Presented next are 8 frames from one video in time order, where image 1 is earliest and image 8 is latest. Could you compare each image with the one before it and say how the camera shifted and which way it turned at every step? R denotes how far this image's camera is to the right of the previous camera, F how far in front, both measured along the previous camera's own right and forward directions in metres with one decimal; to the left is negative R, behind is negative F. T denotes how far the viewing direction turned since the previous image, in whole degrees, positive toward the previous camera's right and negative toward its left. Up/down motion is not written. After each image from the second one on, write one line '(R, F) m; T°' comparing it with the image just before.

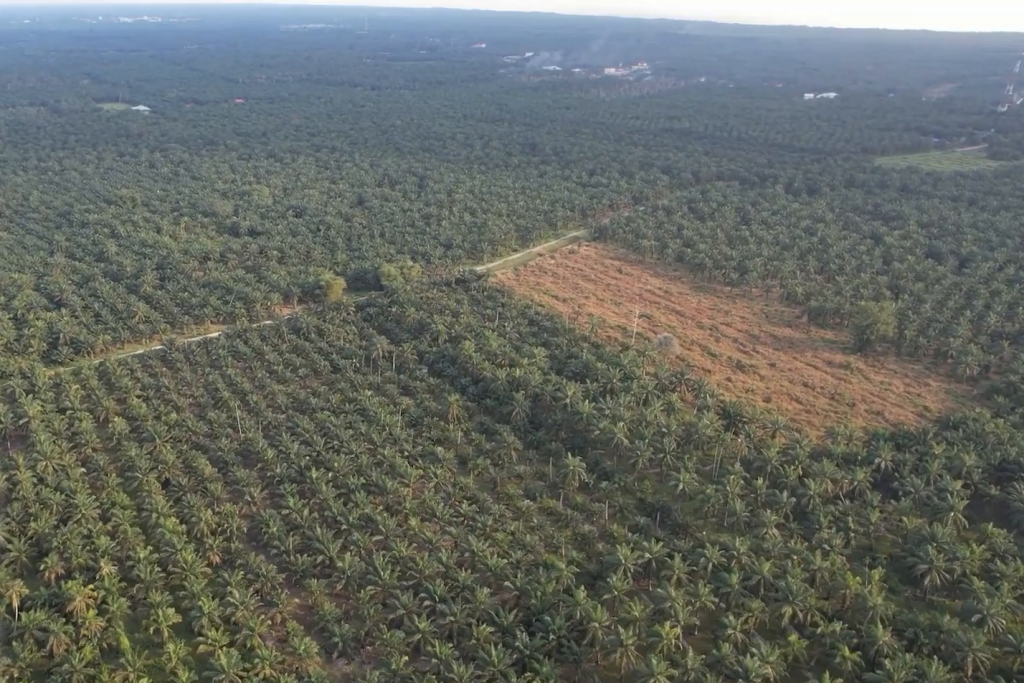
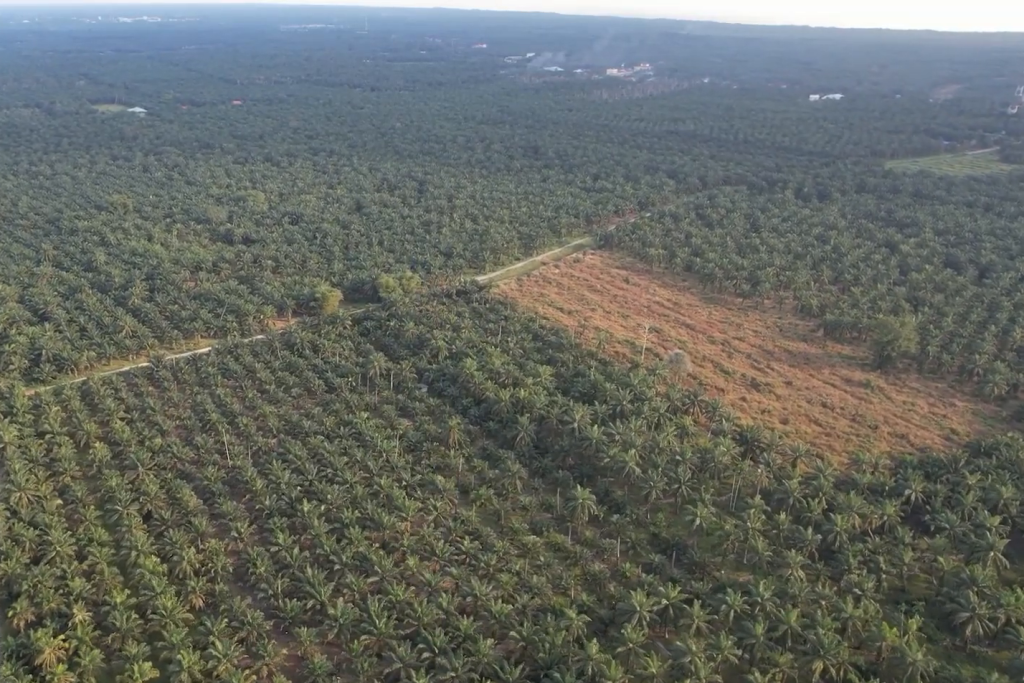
(0.0, +16.9) m; 0°
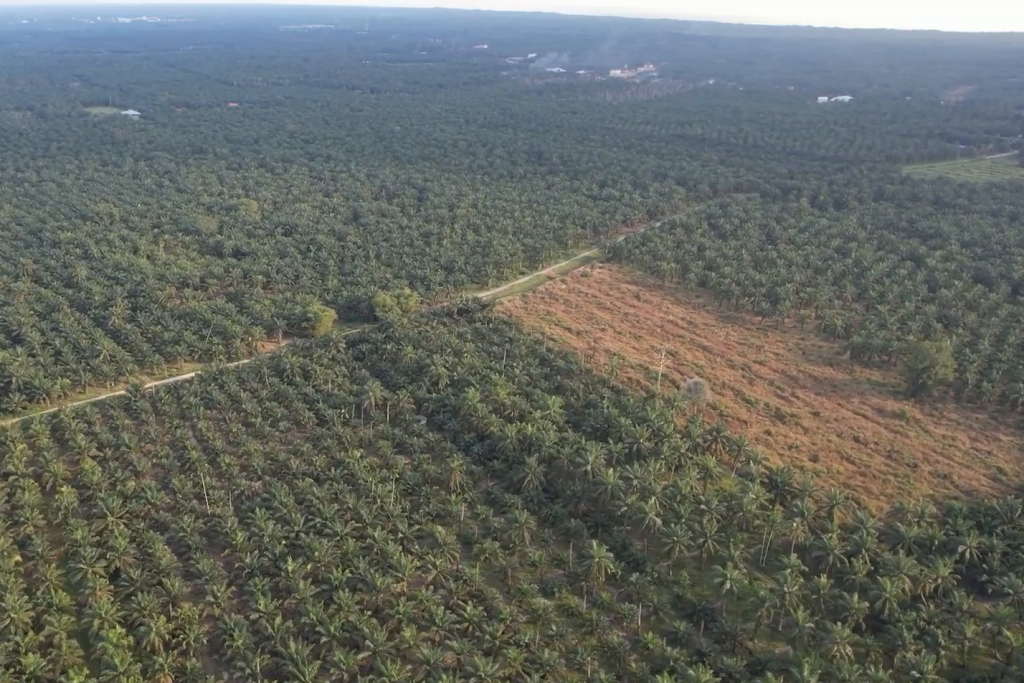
(0.0, +26.1) m; 0°
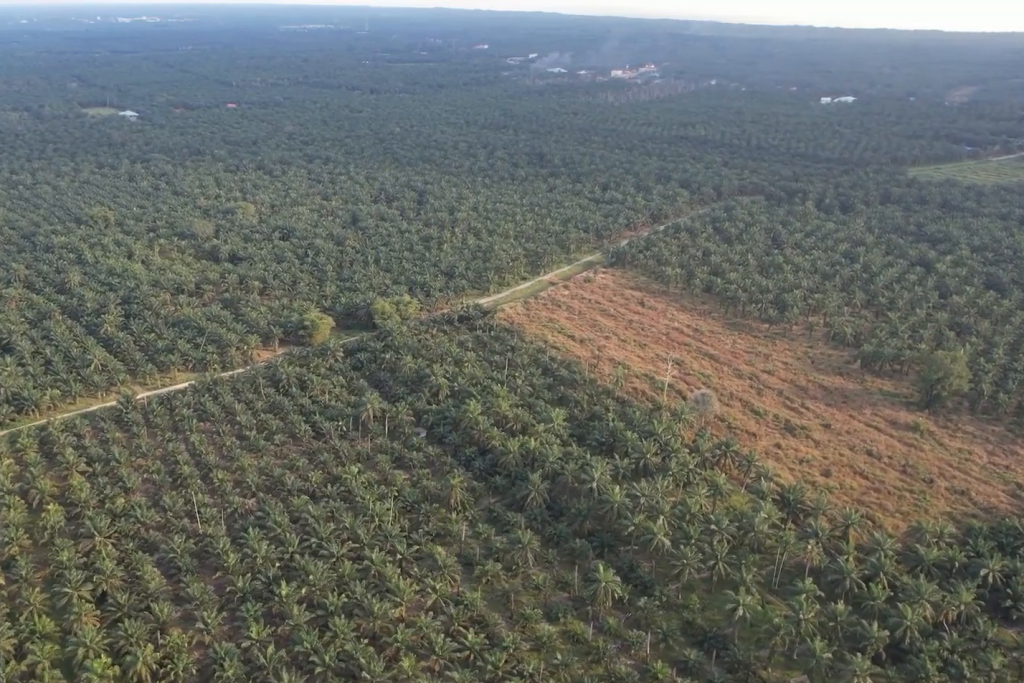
(0.0, +9.3) m; 0°
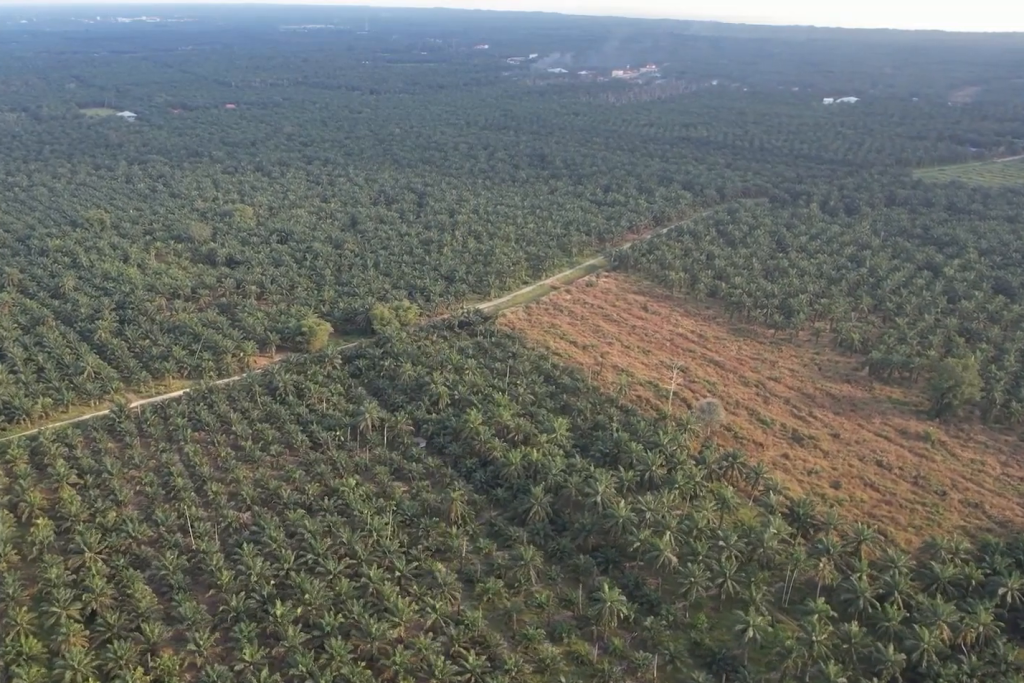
(0.0, +7.0) m; 0°
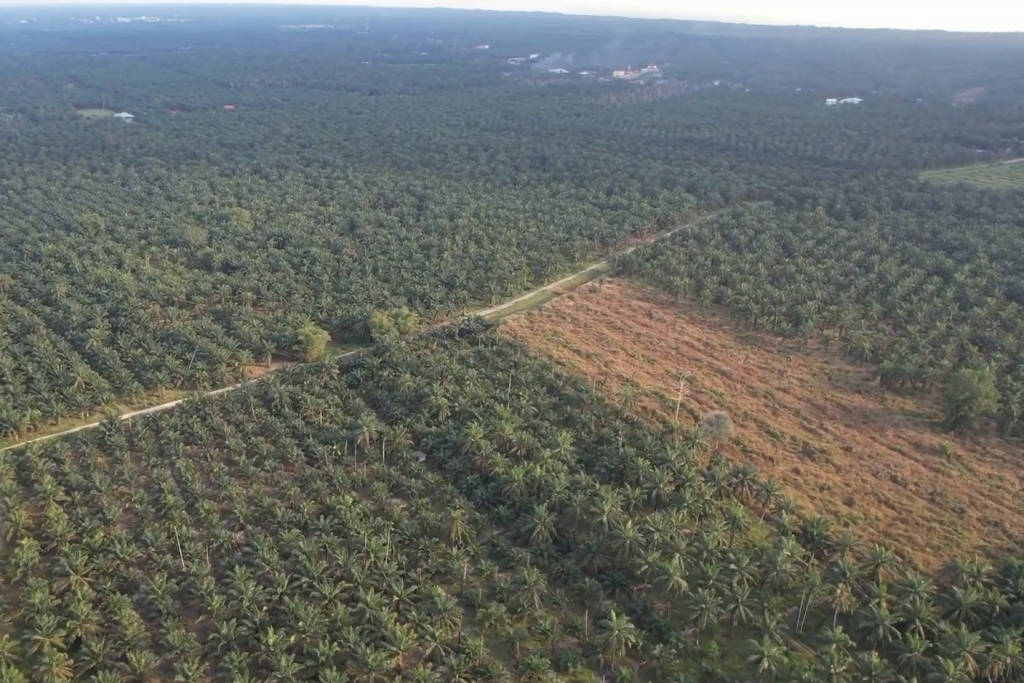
(0.0, +9.4) m; 0°
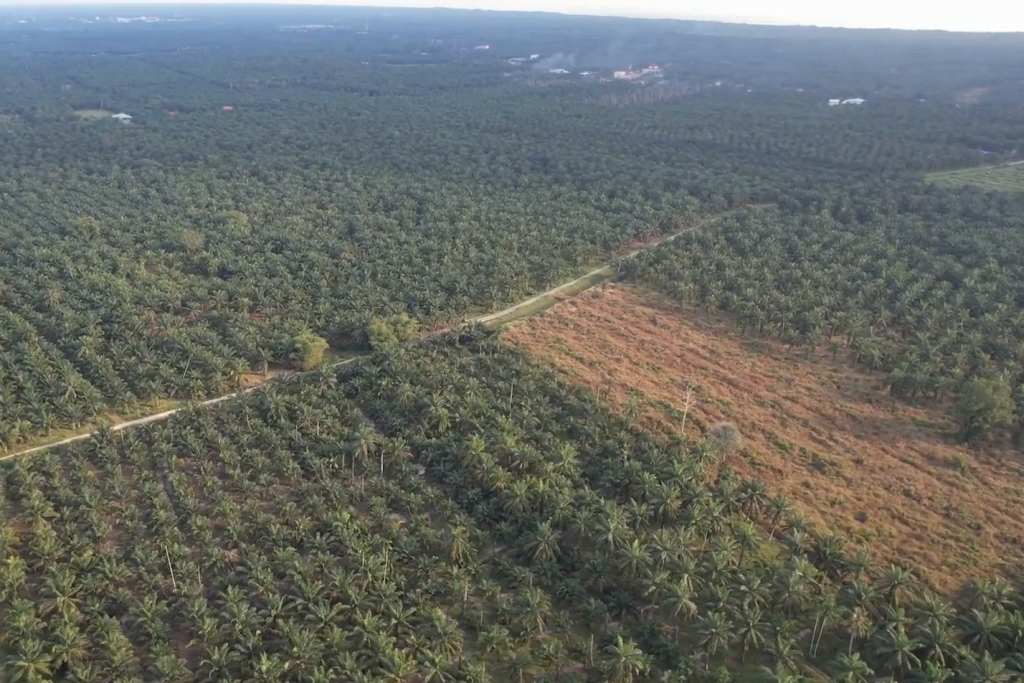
(0.0, +8.2) m; 0°
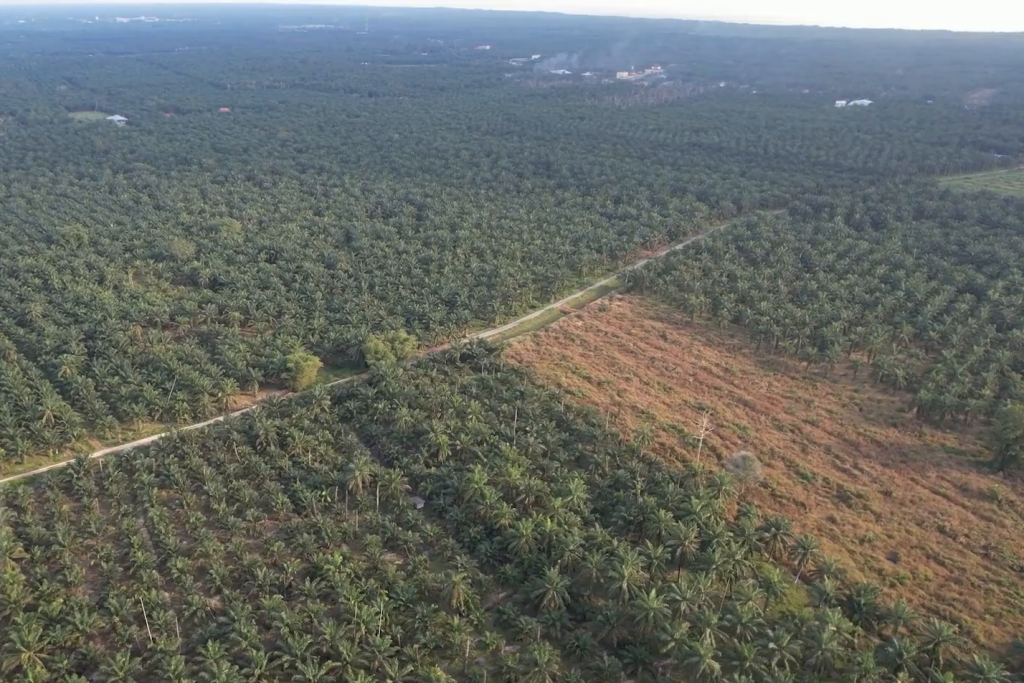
(0.0, +18.9) m; 0°
